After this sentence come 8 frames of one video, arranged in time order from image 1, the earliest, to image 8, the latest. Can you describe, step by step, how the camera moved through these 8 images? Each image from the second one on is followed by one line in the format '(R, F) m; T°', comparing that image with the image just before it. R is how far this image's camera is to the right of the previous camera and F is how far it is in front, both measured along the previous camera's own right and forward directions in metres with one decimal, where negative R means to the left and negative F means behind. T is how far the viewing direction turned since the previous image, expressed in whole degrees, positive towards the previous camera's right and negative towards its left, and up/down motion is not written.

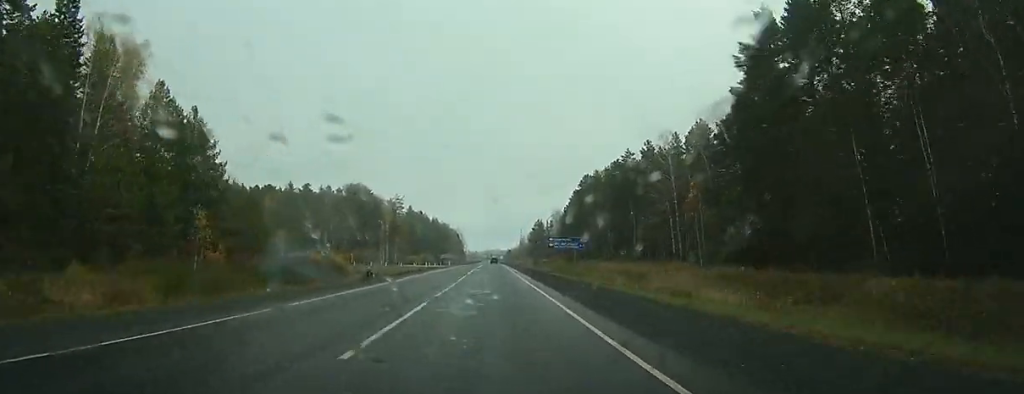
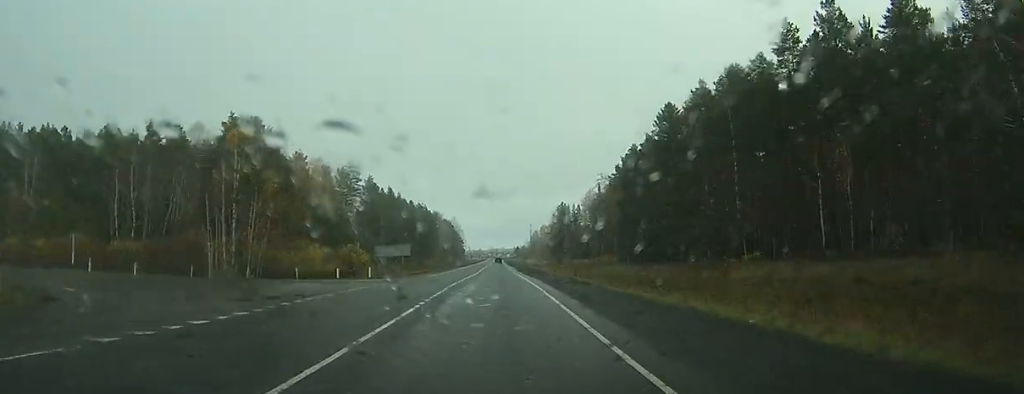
(-0.1, +81.6) m; -1°
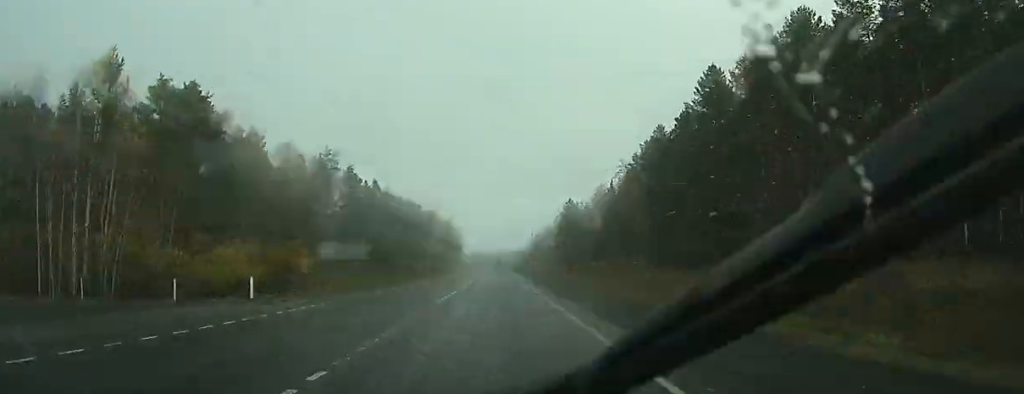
(-0.1, +20.7) m; -1°
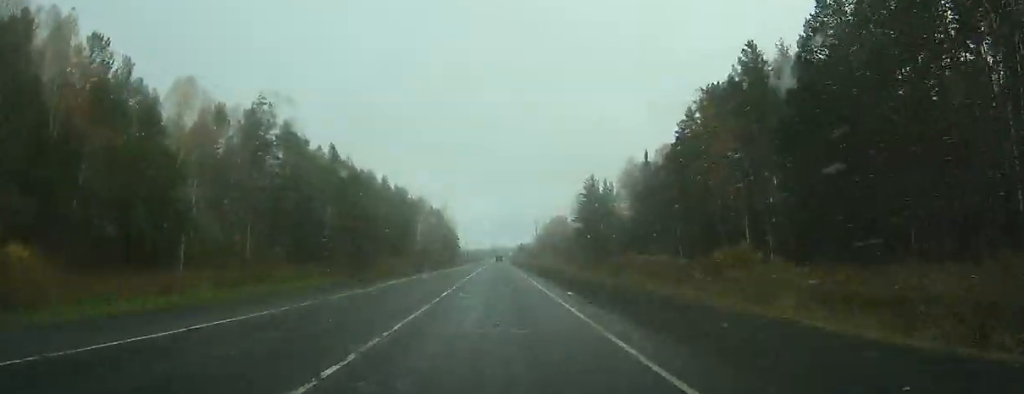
(-0.4, +41.9) m; 0°
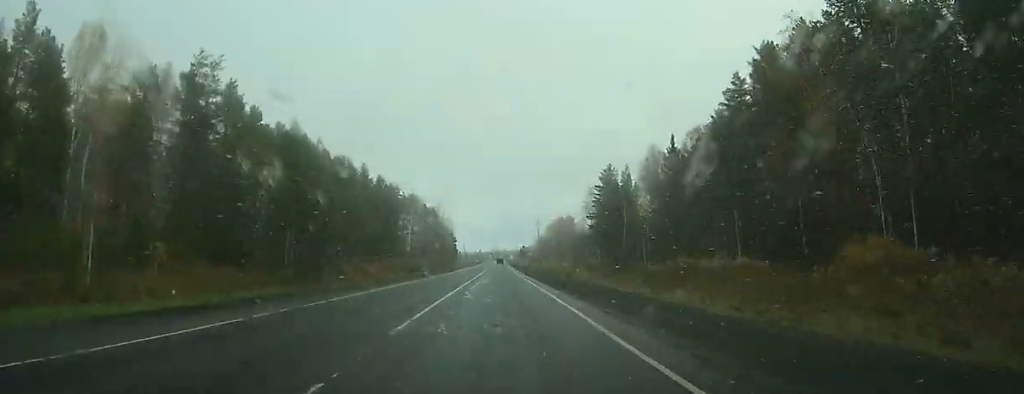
(-0.2, +22.3) m; 0°
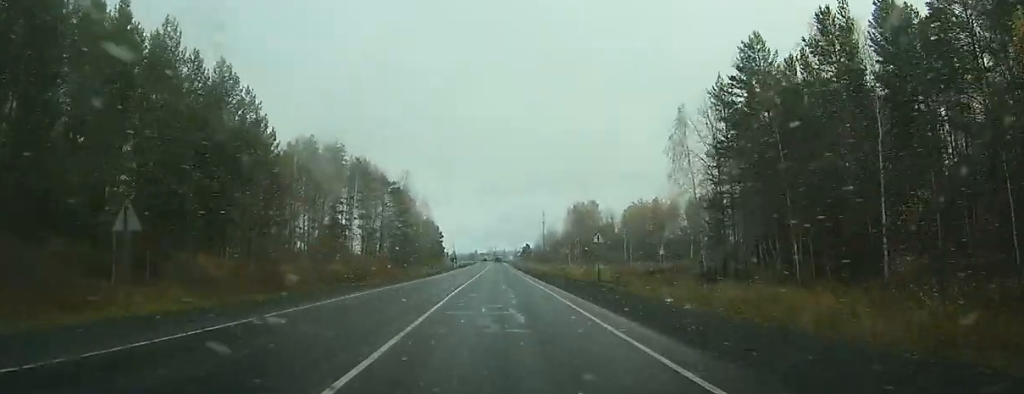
(+1.2, +73.0) m; +1°
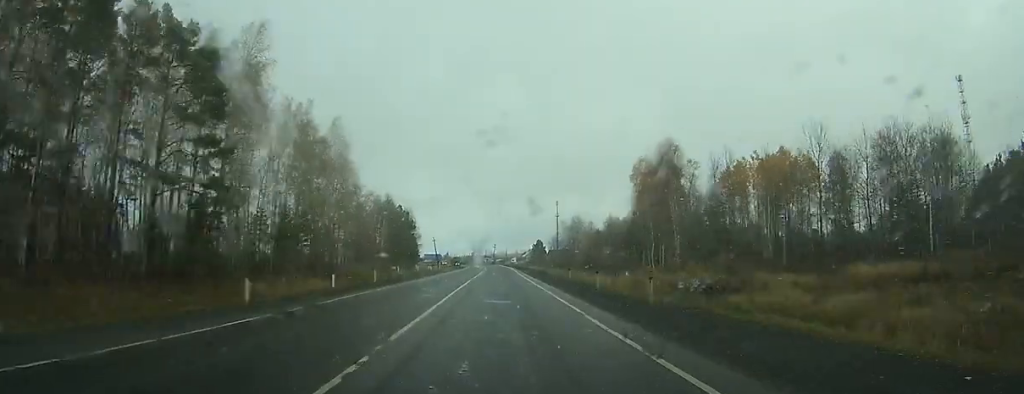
(-0.1, +85.4) m; 0°
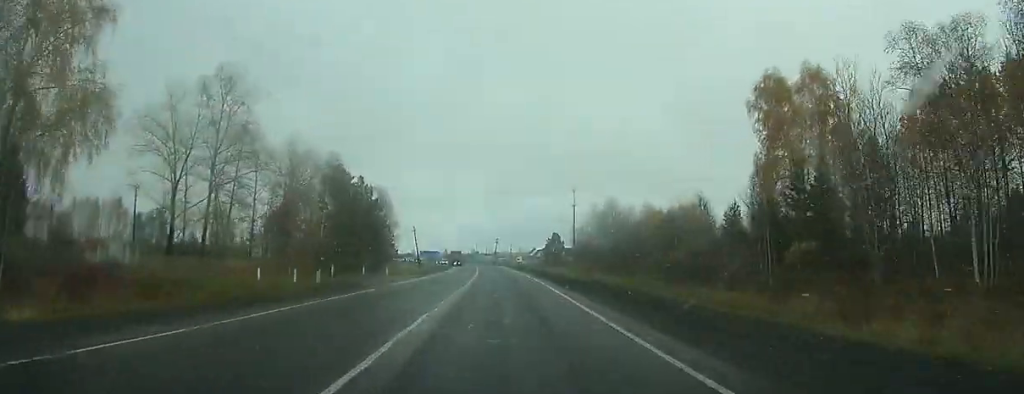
(+0.7, +51.9) m; 0°
